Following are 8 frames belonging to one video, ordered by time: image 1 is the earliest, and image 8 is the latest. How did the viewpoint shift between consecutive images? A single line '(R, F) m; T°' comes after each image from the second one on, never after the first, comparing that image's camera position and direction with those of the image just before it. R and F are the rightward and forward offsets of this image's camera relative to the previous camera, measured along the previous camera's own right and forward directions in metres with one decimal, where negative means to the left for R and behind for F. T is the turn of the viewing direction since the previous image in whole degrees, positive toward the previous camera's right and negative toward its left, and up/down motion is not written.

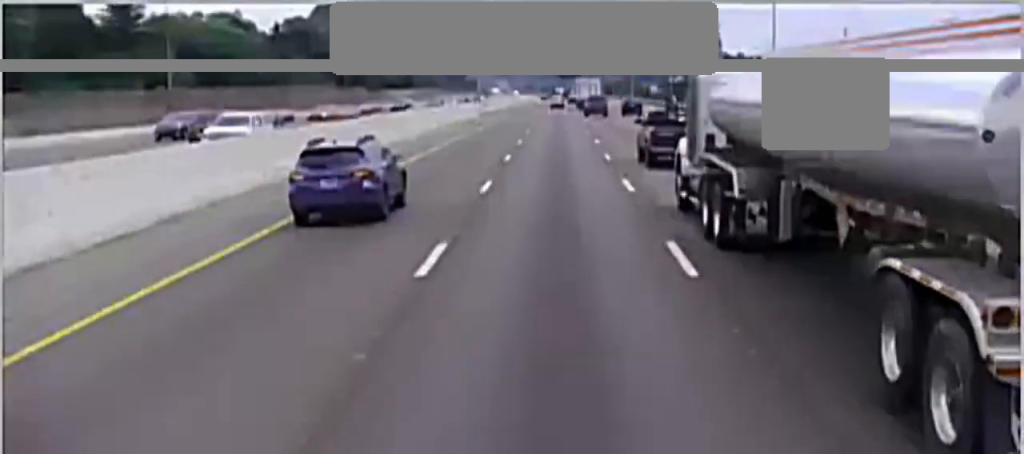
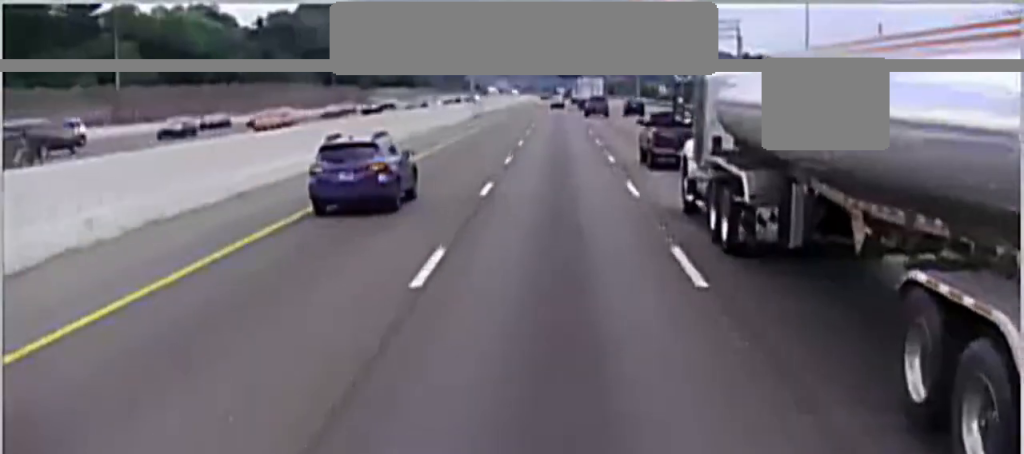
(0.0, +13.2) m; 0°
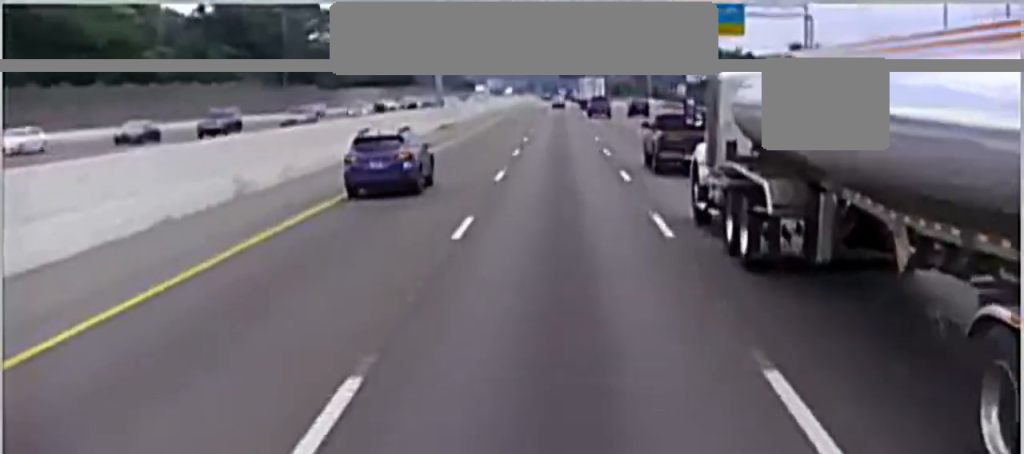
(-0.1, +32.2) m; 0°
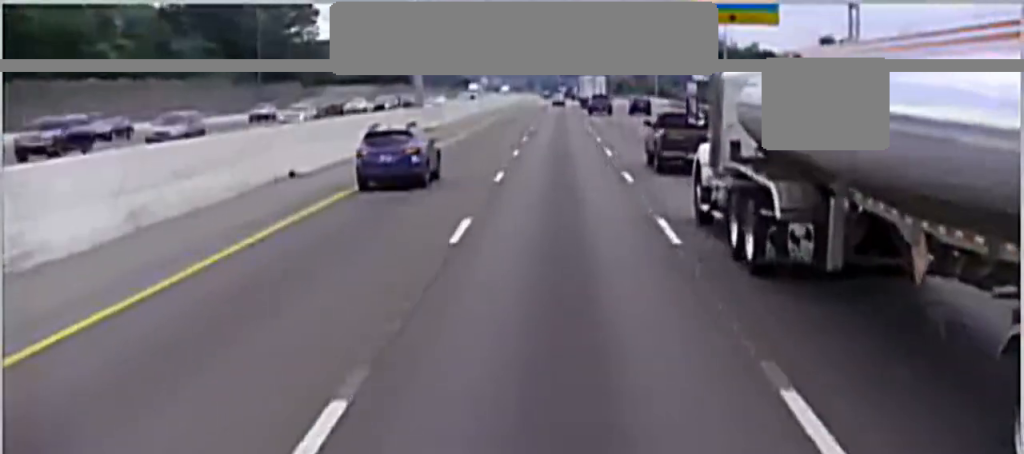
(0.0, +13.1) m; 0°
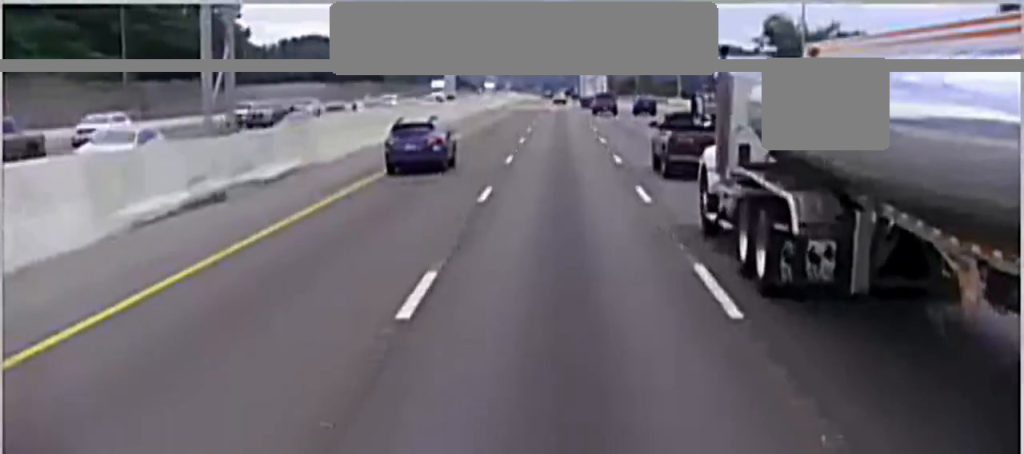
(+0.1, +42.1) m; 0°
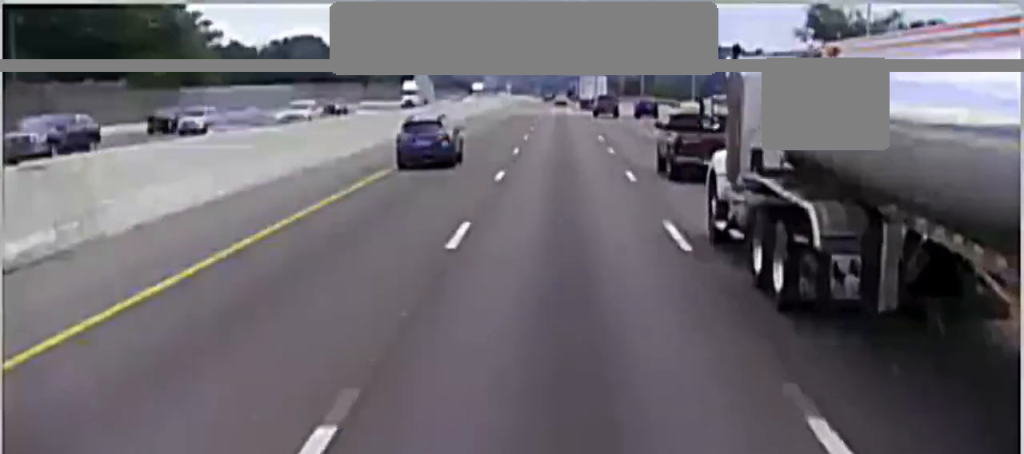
(0.0, +18.9) m; 0°
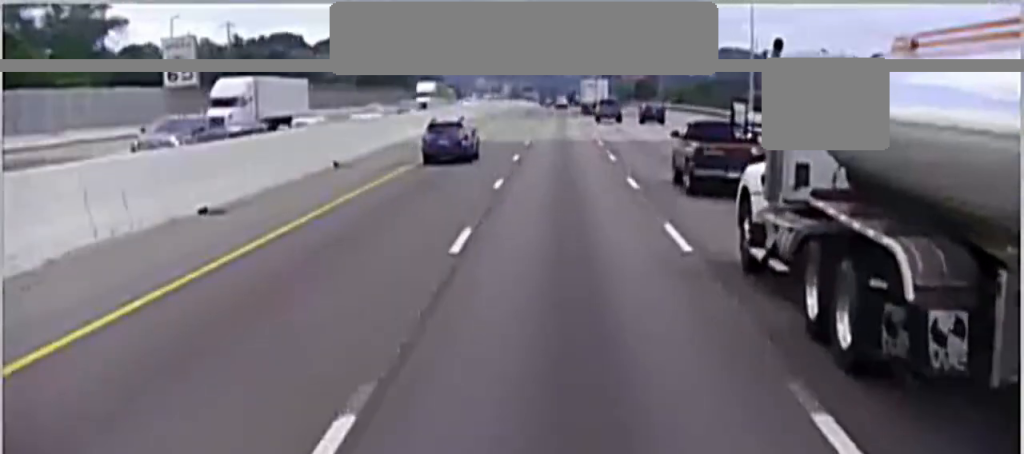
(+0.2, +46.9) m; 0°
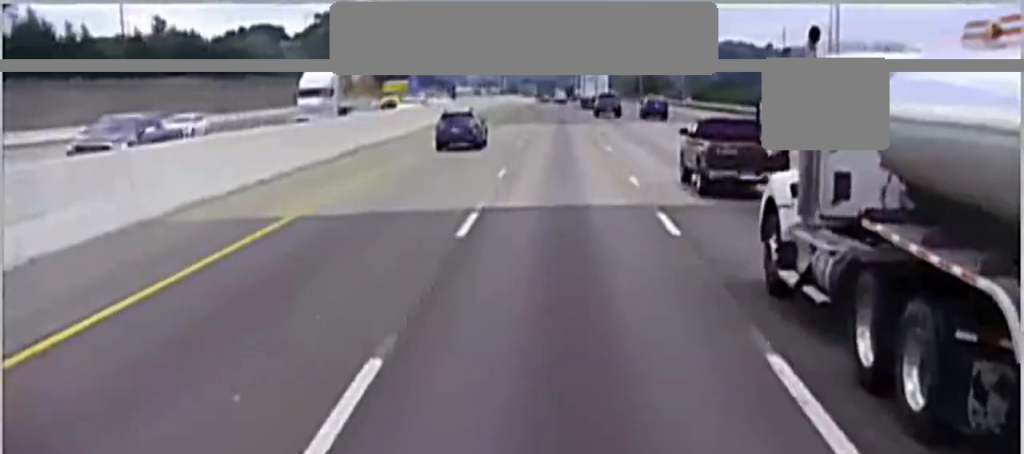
(-0.2, +32.2) m; 0°
